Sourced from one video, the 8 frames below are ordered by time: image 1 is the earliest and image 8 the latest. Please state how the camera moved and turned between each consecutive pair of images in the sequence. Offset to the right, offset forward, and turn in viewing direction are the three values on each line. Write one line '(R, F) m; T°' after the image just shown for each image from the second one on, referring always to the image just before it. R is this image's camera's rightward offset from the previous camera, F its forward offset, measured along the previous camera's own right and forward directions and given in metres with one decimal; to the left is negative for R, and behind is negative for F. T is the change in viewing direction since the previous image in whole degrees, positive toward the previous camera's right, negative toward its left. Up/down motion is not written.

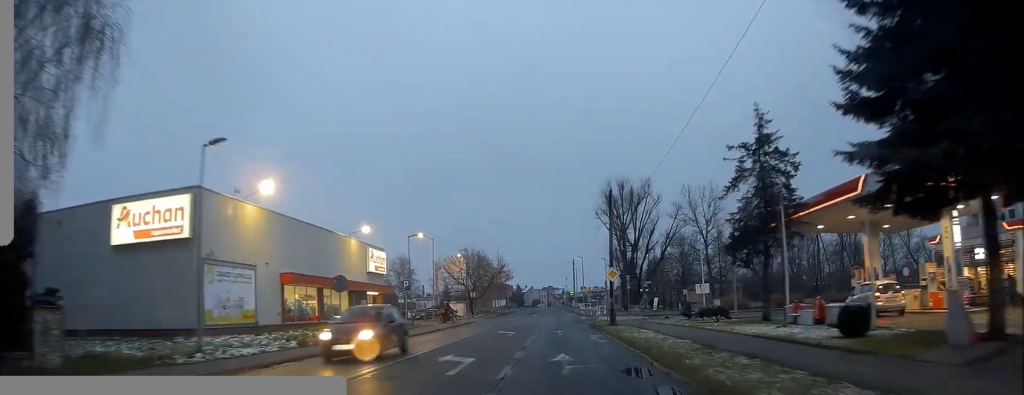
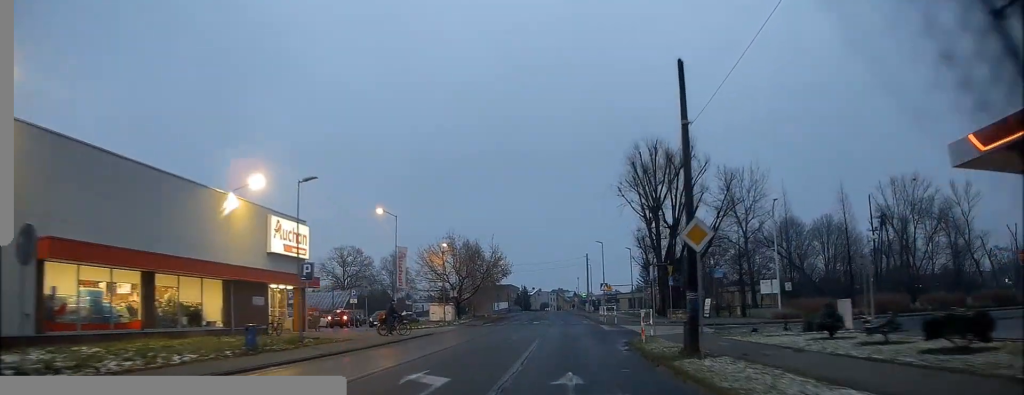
(0.0, +18.9) m; -1°
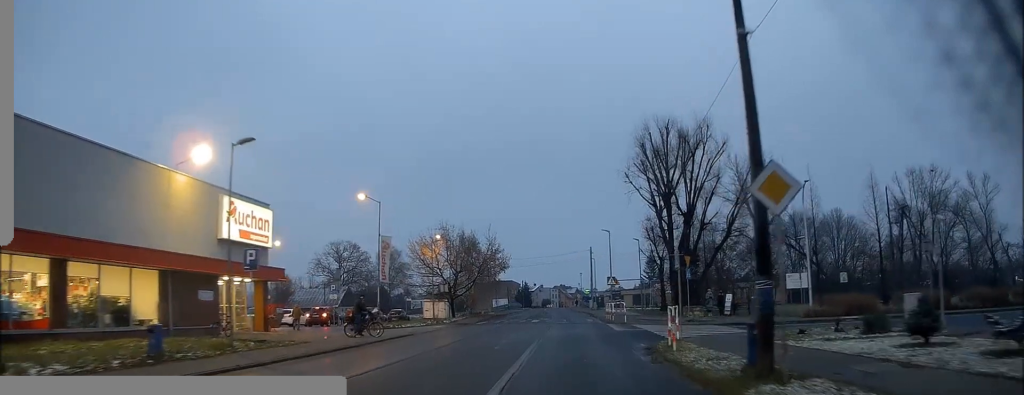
(0.0, +5.0) m; 0°
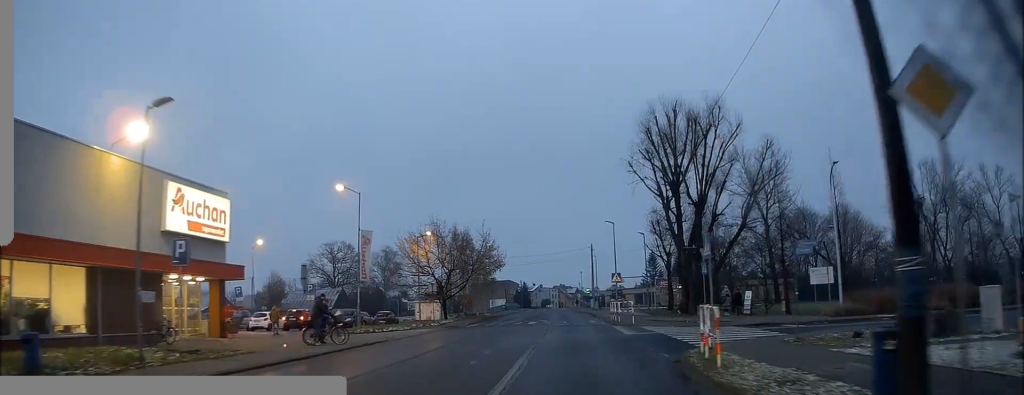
(0.0, +4.6) m; 0°
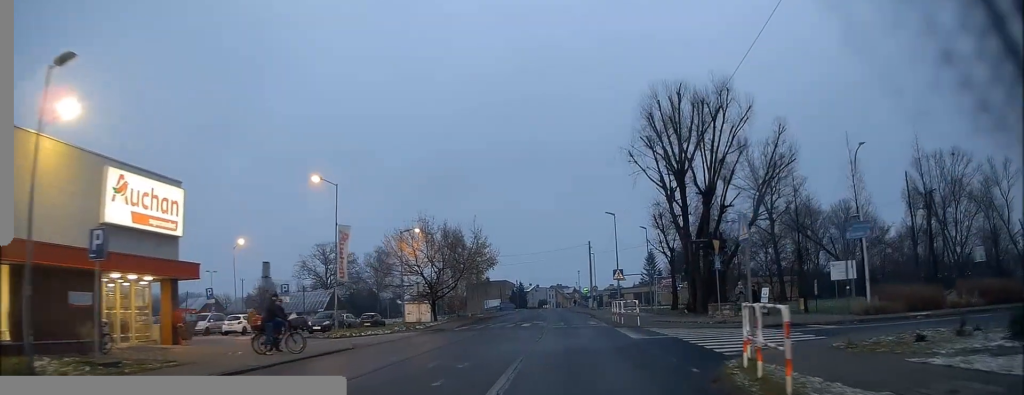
(0.0, +3.7) m; +2°
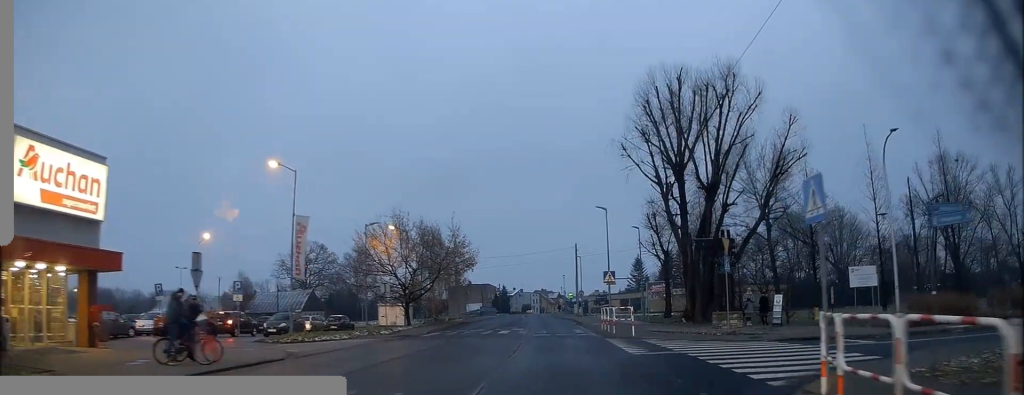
(0.0, +4.6) m; +3°
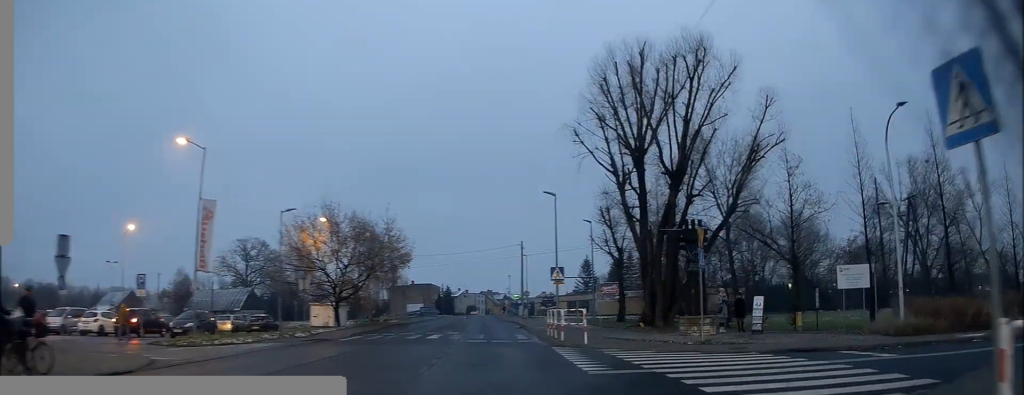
(+0.2, +4.7) m; +6°
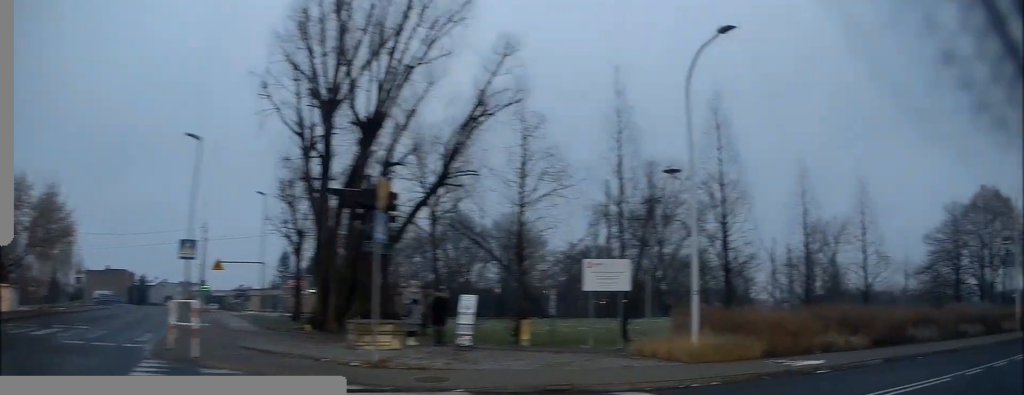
(+1.8, +7.4) m; +33°
